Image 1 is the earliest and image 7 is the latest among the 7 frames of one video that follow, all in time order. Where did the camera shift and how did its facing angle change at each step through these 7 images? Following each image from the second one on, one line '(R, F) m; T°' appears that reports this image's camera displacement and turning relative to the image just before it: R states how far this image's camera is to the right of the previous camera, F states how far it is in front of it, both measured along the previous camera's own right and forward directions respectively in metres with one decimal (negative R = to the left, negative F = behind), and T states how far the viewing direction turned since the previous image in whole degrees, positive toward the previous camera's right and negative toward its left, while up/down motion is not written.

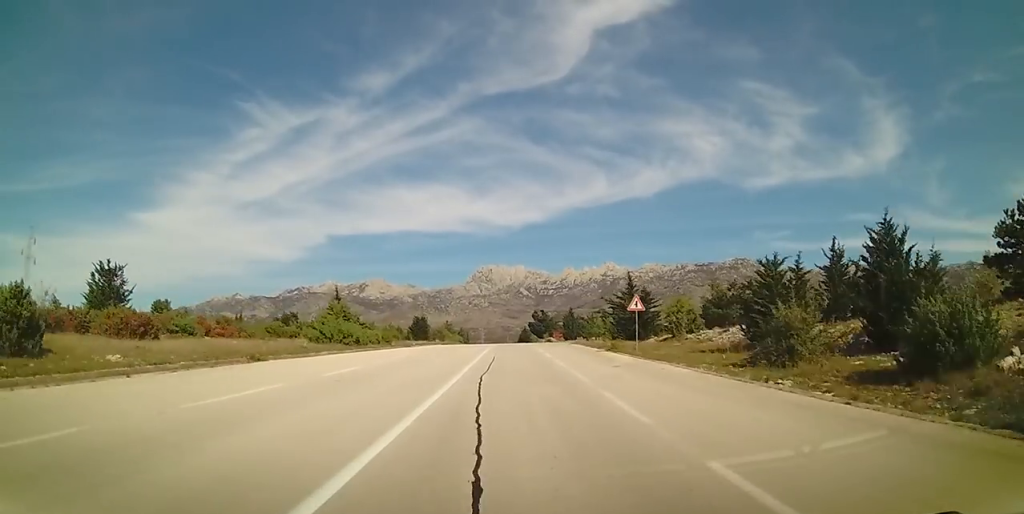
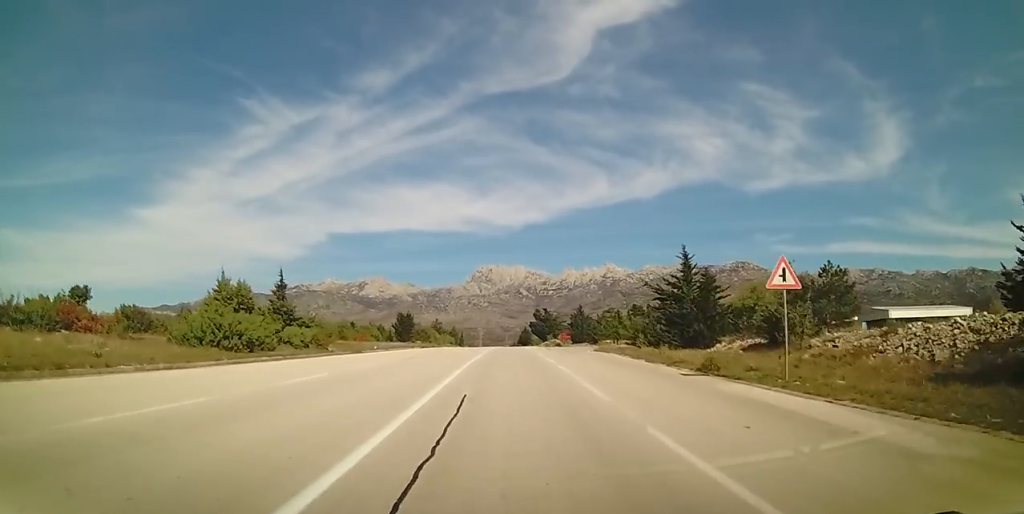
(0.0, +15.6) m; 0°
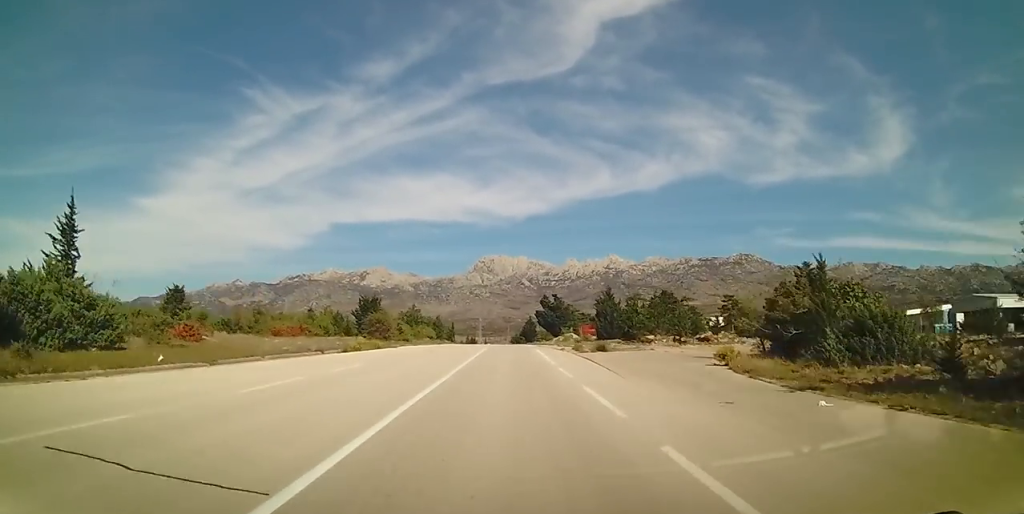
(0.0, +25.8) m; 0°
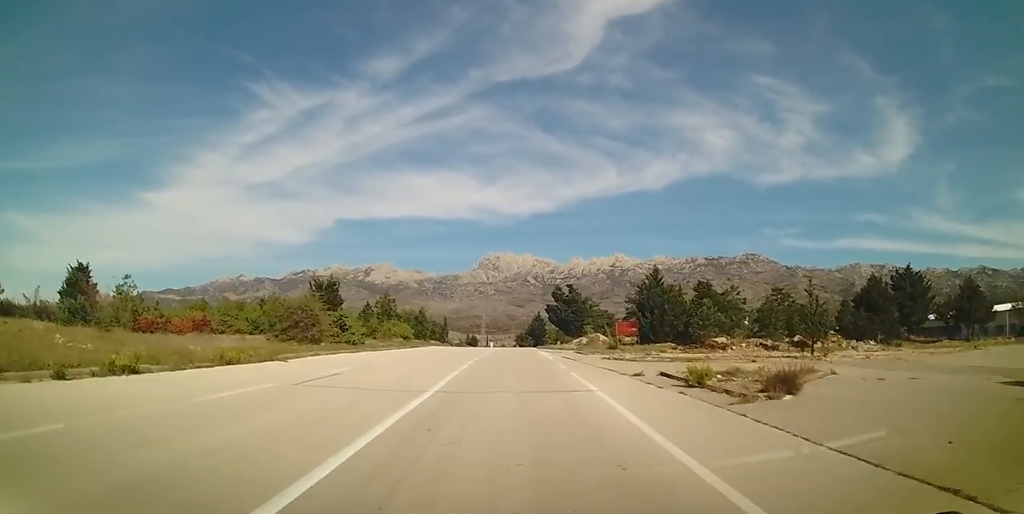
(0.0, +19.9) m; 0°
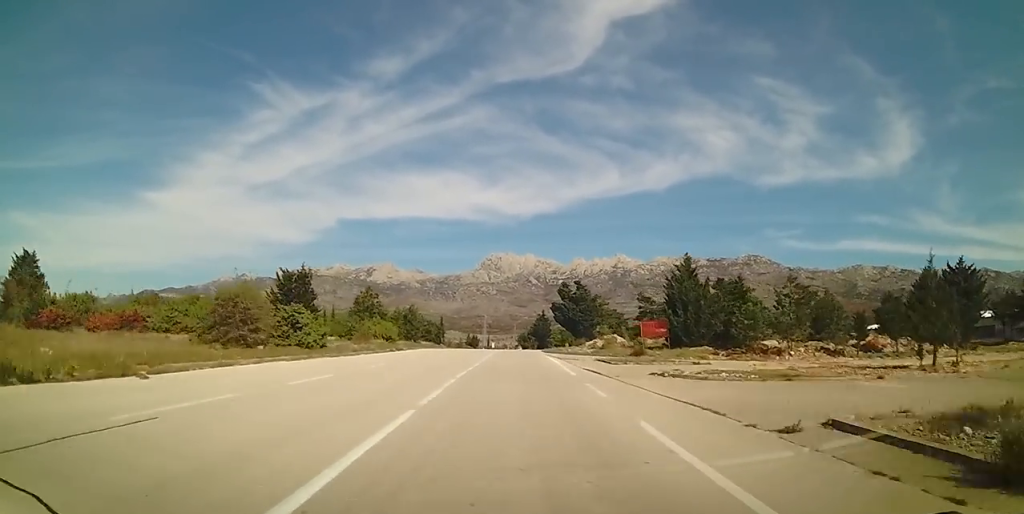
(+0.1, +8.3) m; 0°
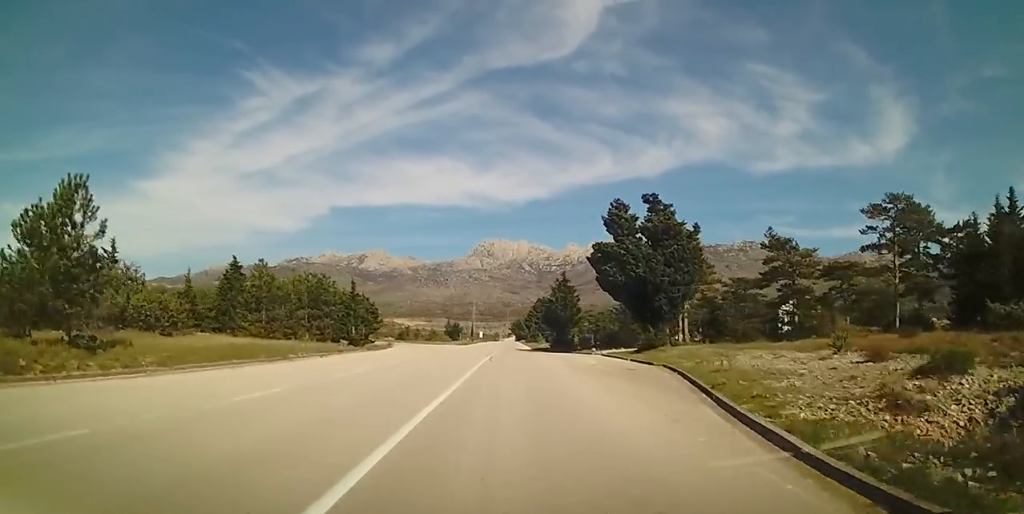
(-0.2, +47.3) m; +1°
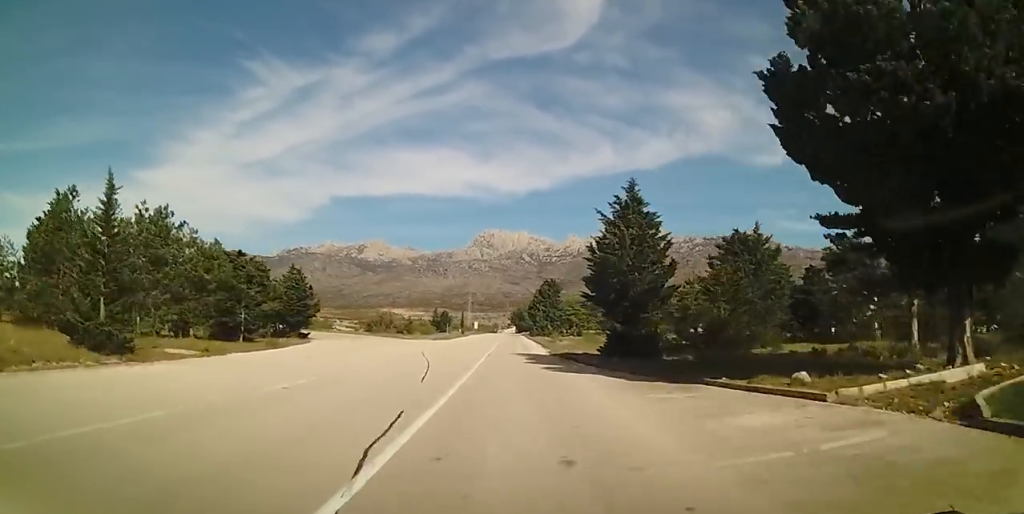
(+0.1, +27.7) m; 0°
